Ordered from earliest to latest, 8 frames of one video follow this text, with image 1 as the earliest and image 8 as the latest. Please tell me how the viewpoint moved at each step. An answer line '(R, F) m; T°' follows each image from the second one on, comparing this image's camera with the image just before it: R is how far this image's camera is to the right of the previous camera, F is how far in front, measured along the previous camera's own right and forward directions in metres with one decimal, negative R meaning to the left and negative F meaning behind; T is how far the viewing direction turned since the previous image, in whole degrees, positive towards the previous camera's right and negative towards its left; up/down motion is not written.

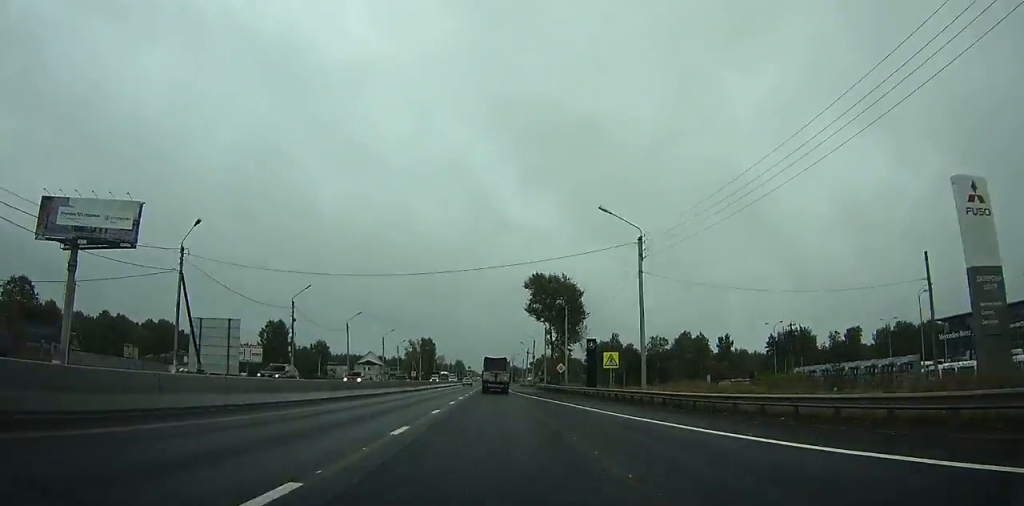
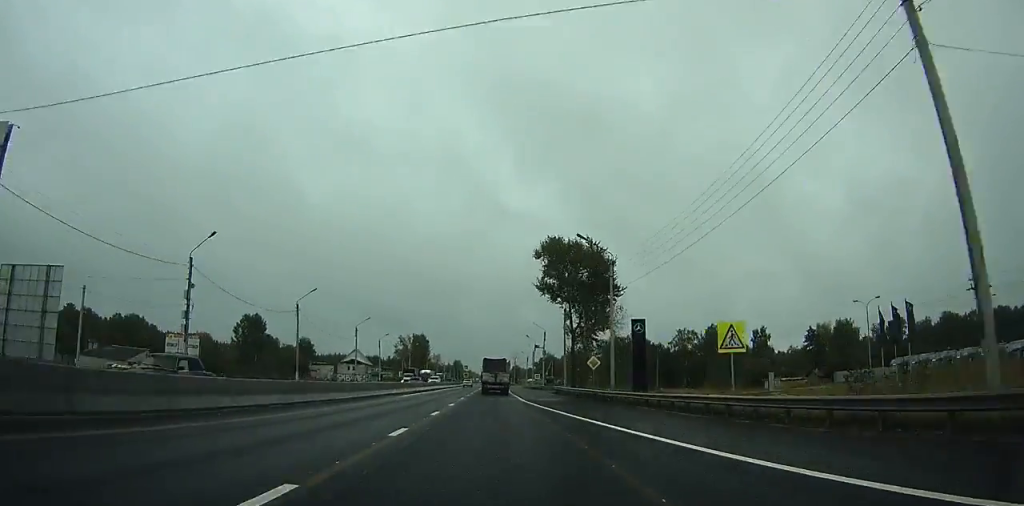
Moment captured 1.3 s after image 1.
(+0.1, +23.4) m; 0°
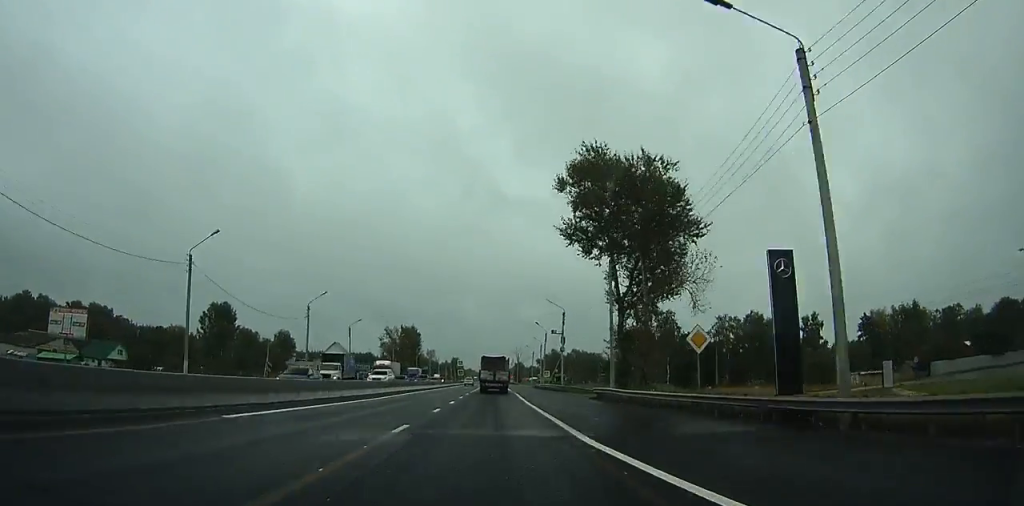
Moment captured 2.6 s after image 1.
(+0.1, +24.9) m; 0°
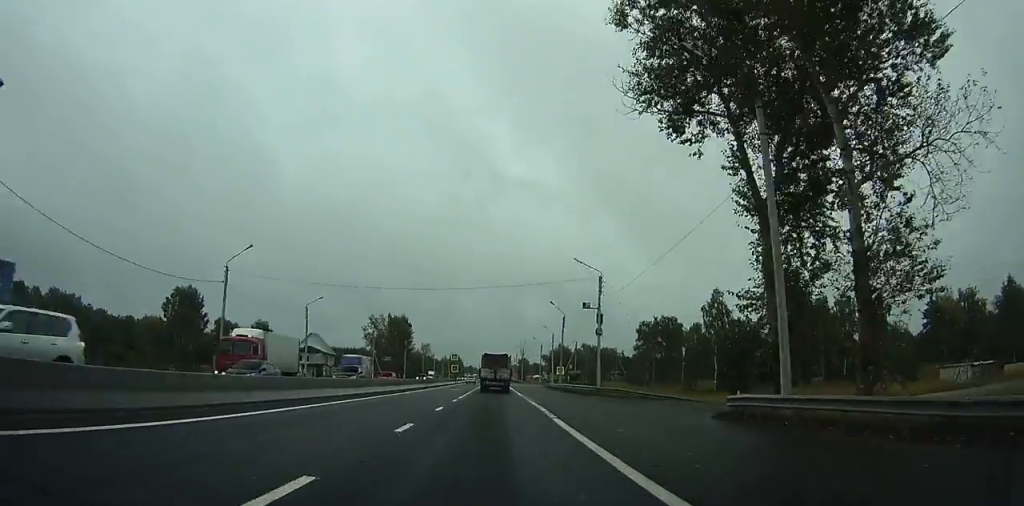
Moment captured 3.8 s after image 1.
(0.0, +22.6) m; 0°
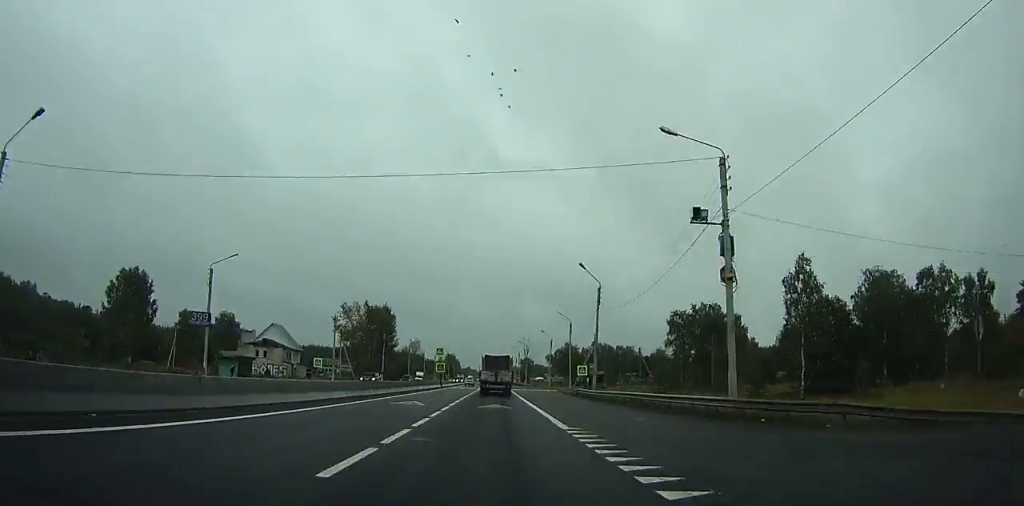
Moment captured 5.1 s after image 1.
(0.0, +25.3) m; 0°
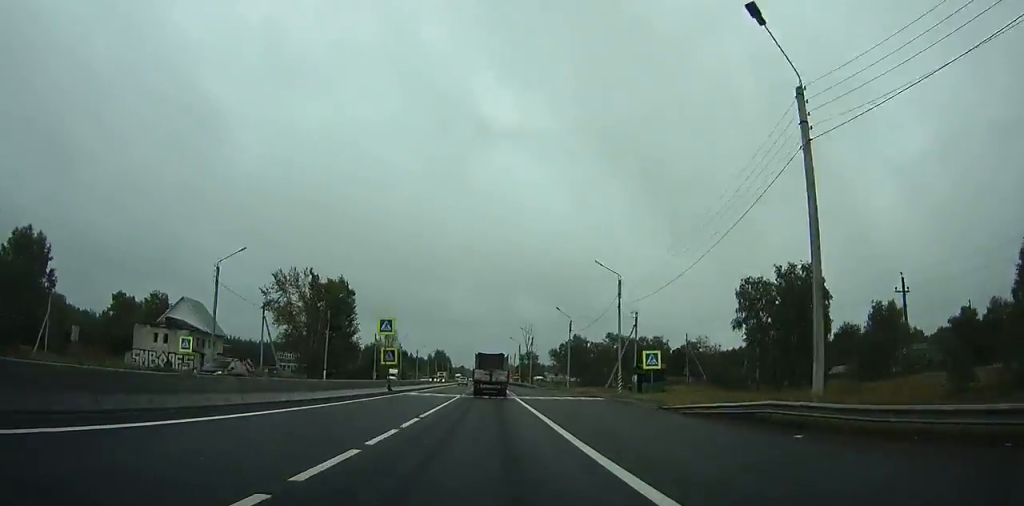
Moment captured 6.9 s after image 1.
(-0.3, +35.4) m; +1°
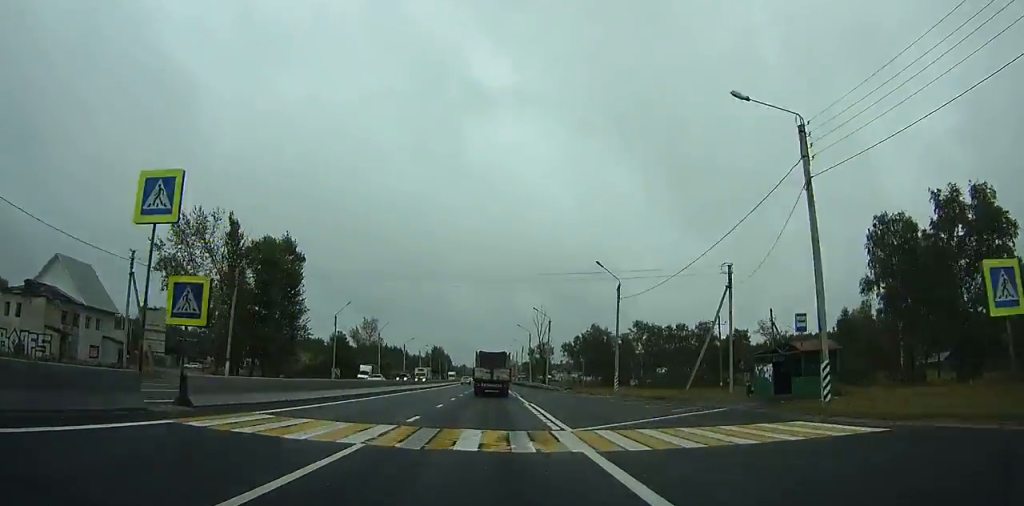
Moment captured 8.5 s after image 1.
(+0.6, +32.5) m; +1°
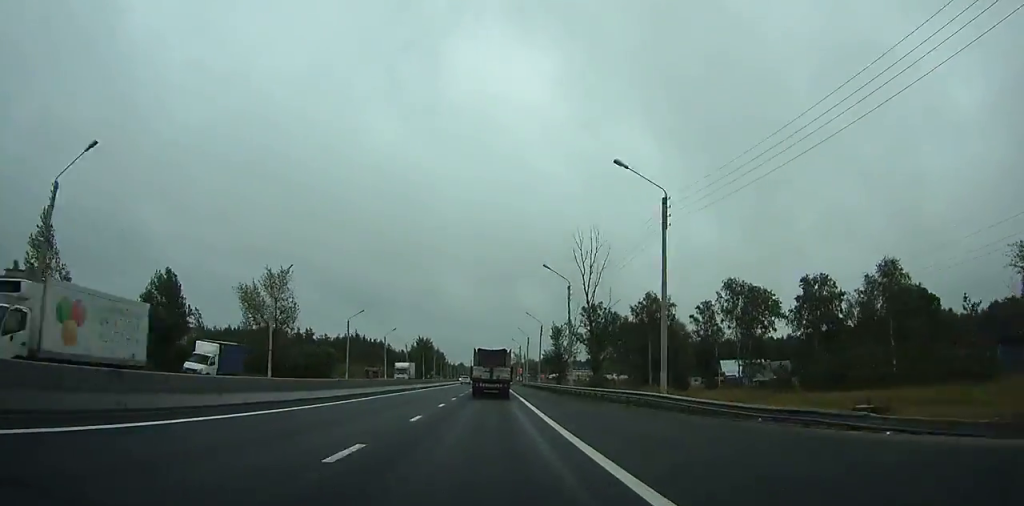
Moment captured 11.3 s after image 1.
(0.0, +57.0) m; 0°
